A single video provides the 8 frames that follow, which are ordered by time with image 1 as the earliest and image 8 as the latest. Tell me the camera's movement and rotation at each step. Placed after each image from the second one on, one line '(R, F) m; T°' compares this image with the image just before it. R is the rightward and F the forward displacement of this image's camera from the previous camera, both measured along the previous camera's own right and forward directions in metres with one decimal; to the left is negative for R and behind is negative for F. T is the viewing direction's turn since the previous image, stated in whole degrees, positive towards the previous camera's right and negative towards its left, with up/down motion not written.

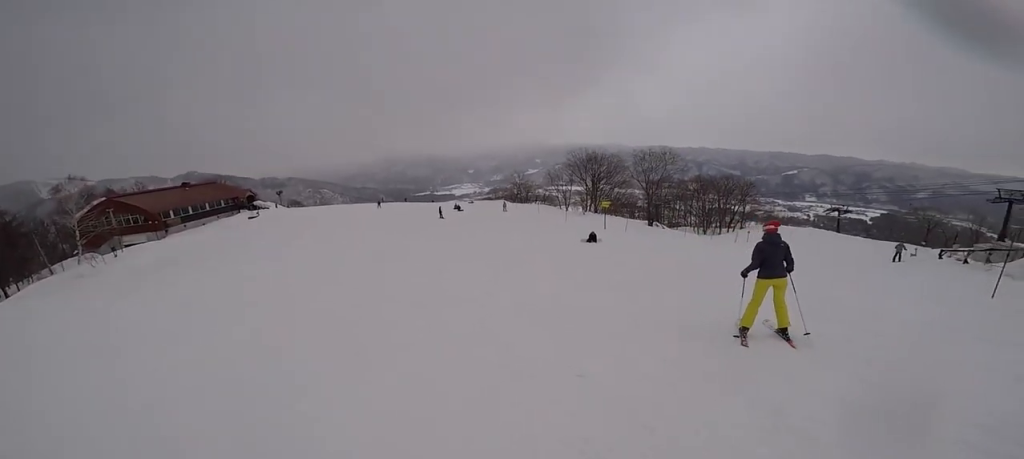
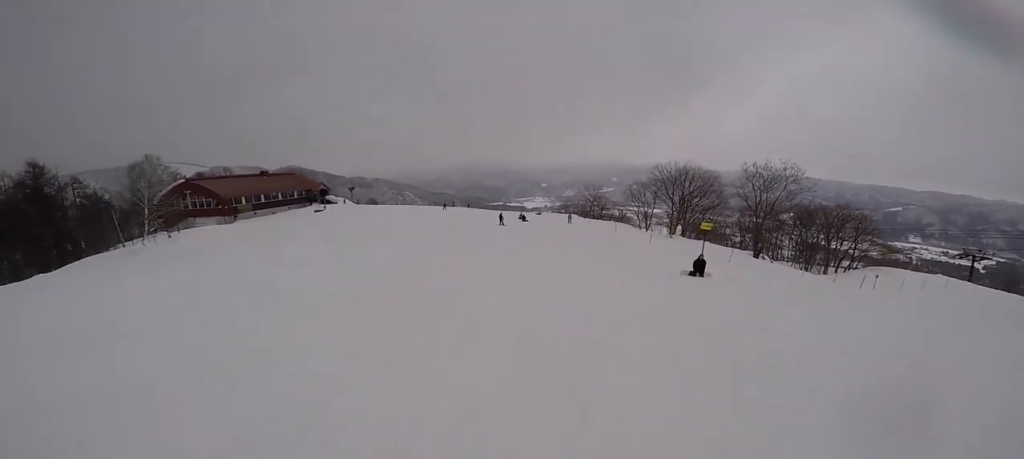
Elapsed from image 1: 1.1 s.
(-0.4, +6.5) m; -4°
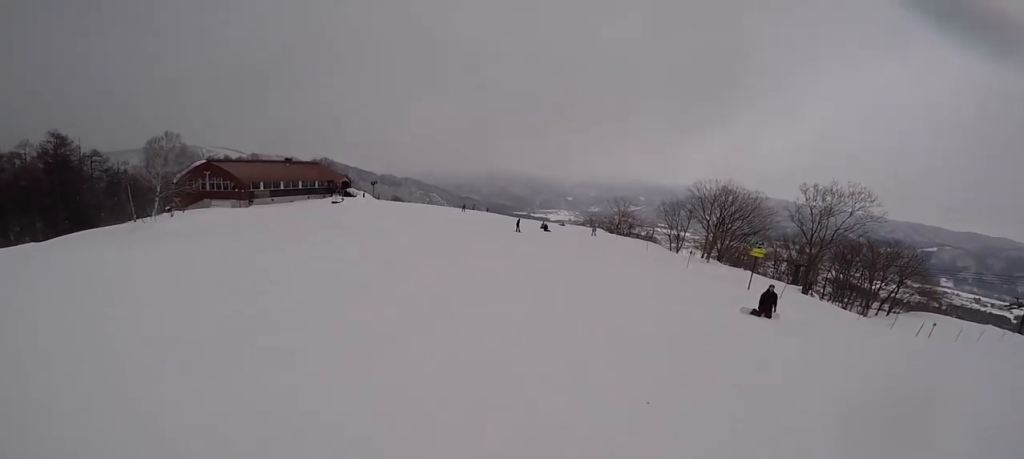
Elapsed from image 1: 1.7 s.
(0.0, +4.0) m; -6°
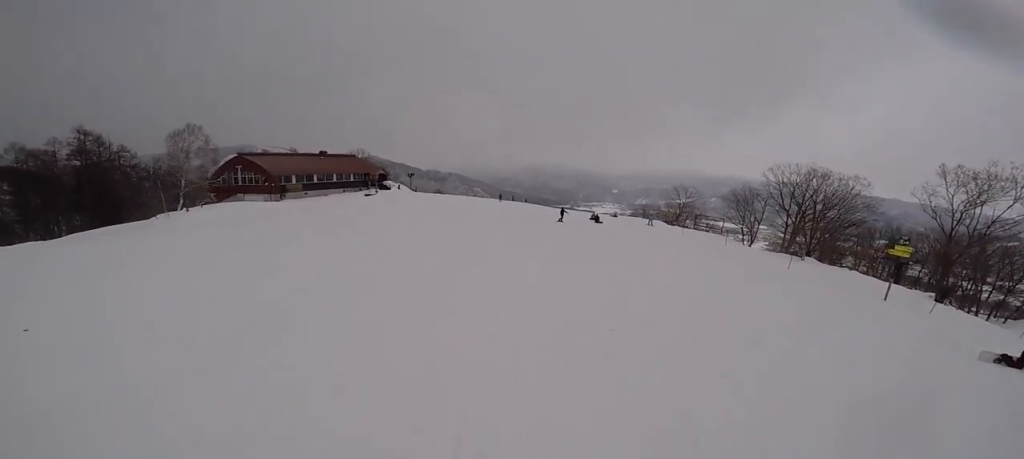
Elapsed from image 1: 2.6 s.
(-0.3, +5.8) m; -10°
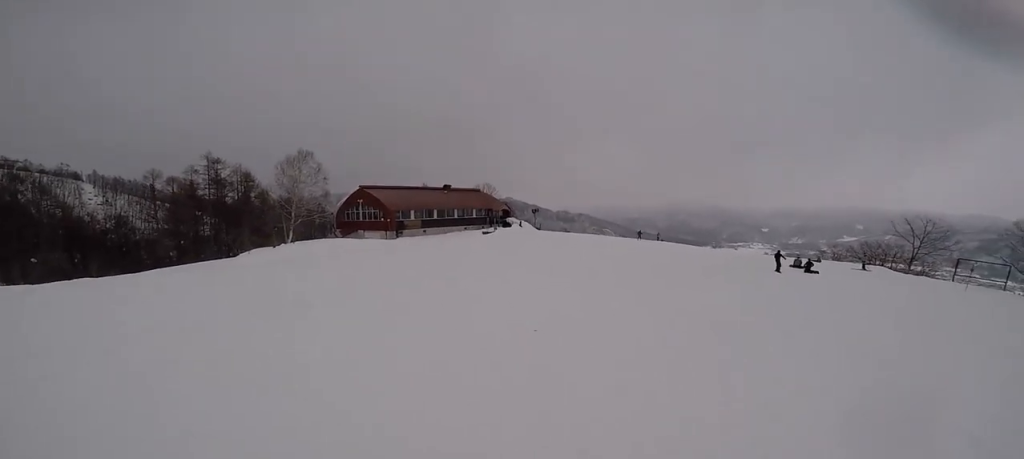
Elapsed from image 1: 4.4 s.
(-1.9, +12.1) m; -9°
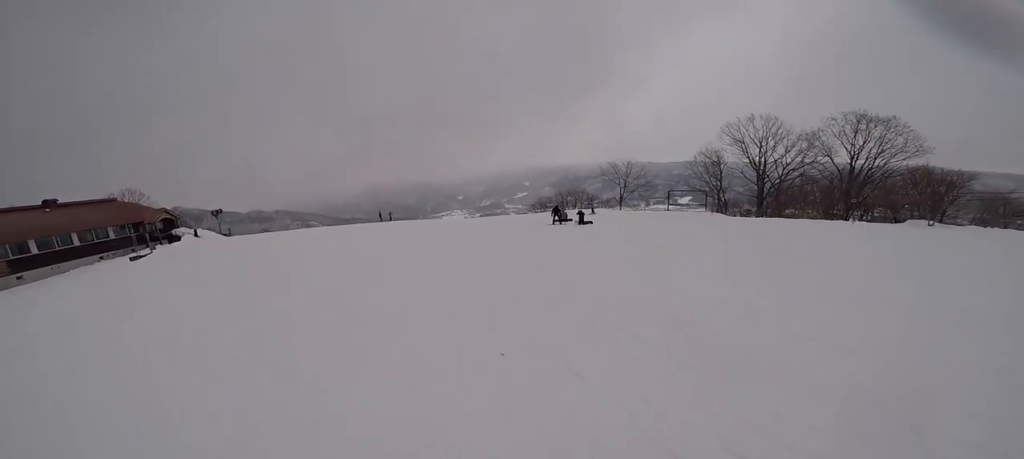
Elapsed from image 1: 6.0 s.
(0.0, +10.7) m; +6°
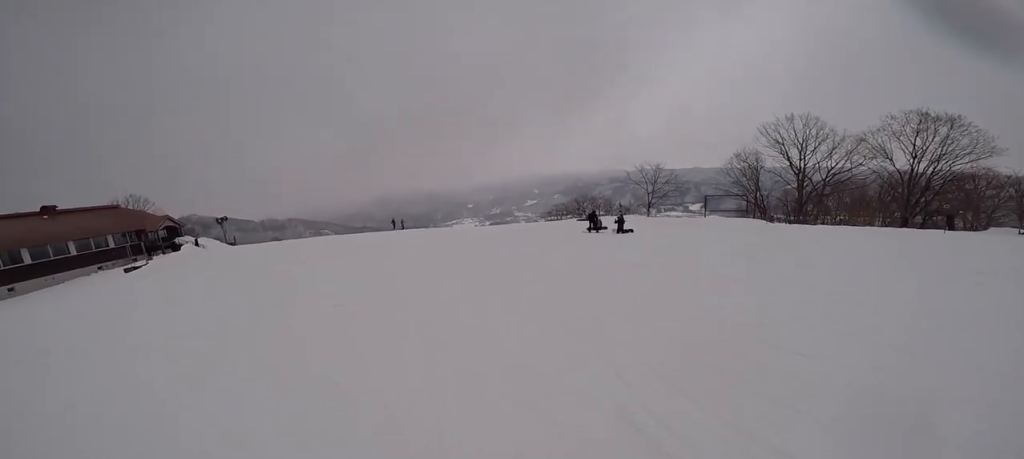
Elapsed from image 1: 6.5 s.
(+0.1, +3.7) m; +6°
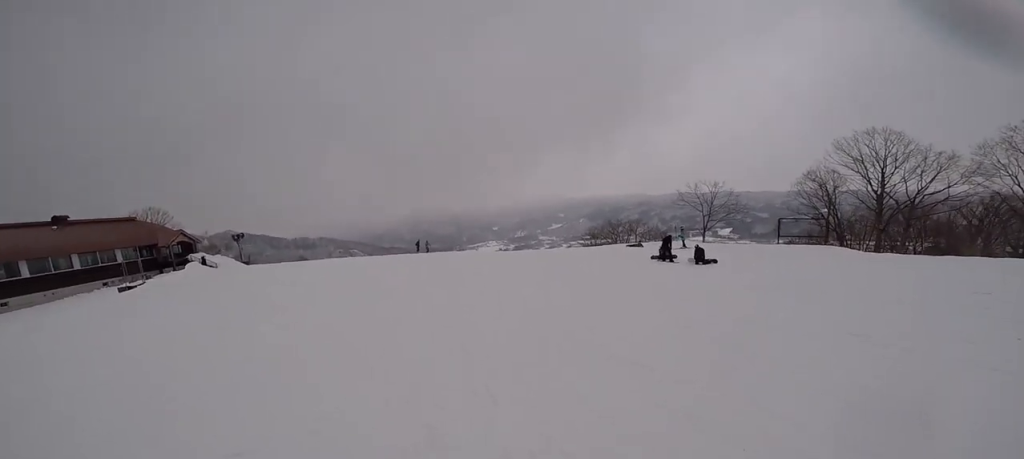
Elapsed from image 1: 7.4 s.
(+0.7, +5.2) m; +10°
